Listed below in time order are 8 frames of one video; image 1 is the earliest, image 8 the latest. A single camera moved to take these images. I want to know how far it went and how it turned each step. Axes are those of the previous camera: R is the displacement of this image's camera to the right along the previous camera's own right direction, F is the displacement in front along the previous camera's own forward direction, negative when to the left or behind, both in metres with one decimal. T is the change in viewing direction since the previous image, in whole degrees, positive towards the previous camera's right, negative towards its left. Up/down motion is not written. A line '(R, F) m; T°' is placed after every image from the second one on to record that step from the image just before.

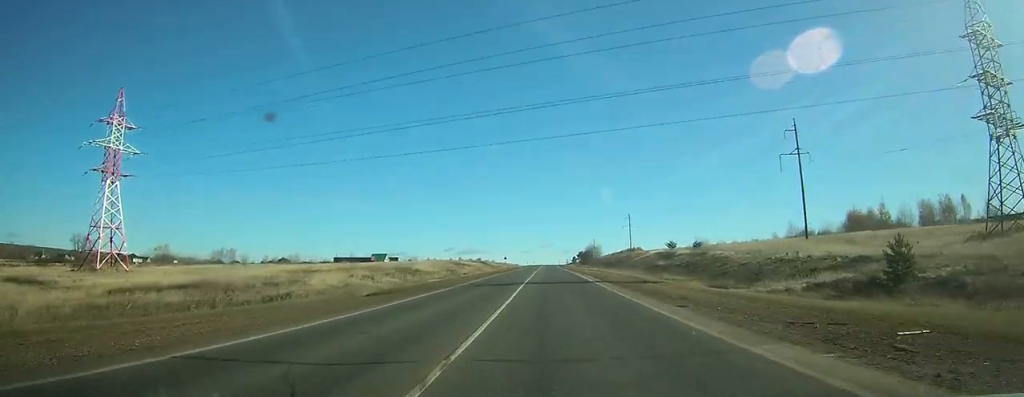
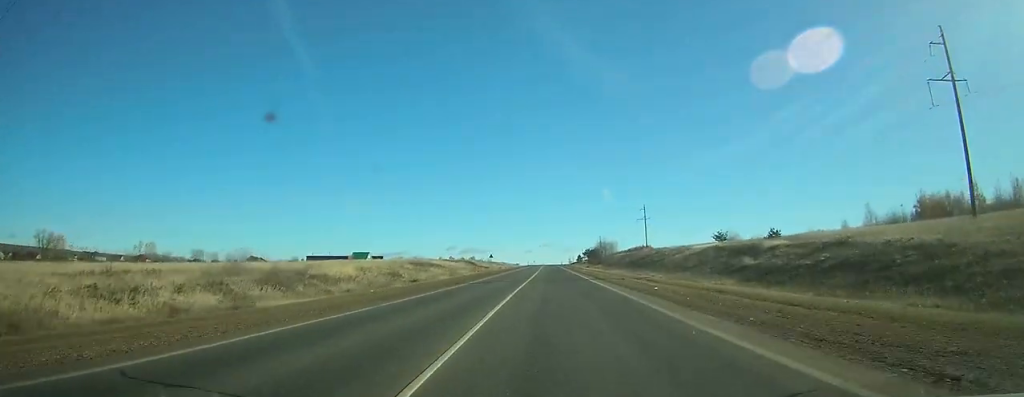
(-0.3, +41.9) m; 0°
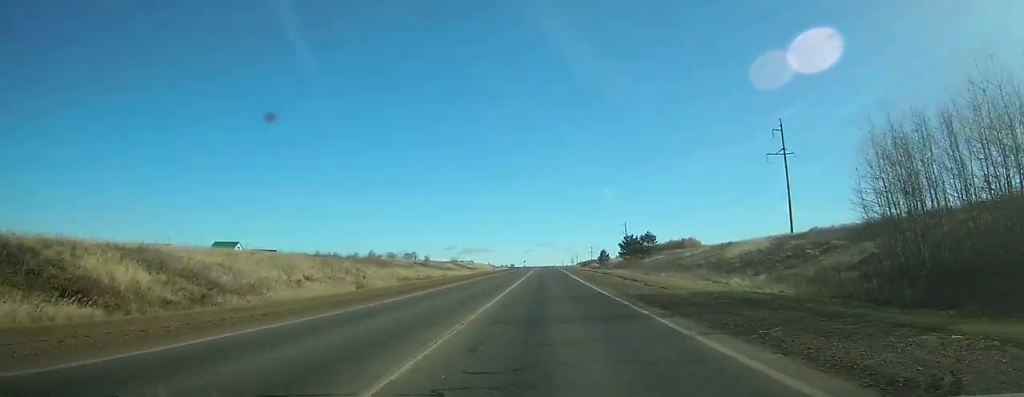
(+1.0, +151.1) m; +1°
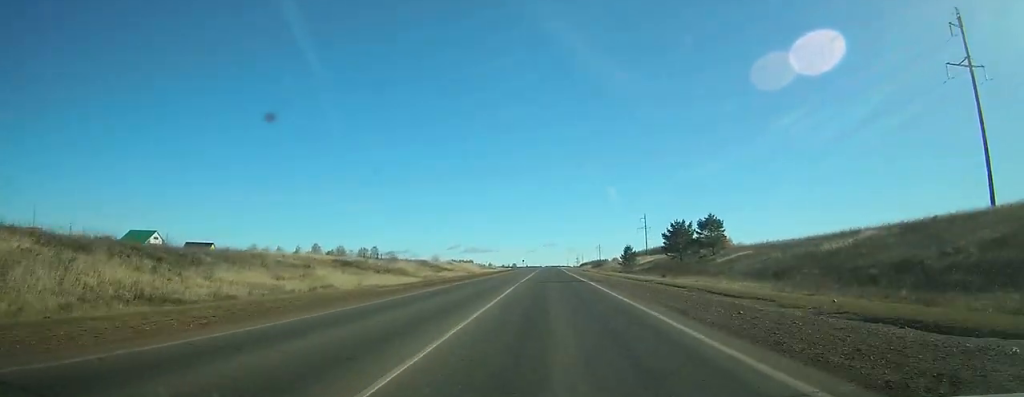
(-0.2, +48.2) m; 0°
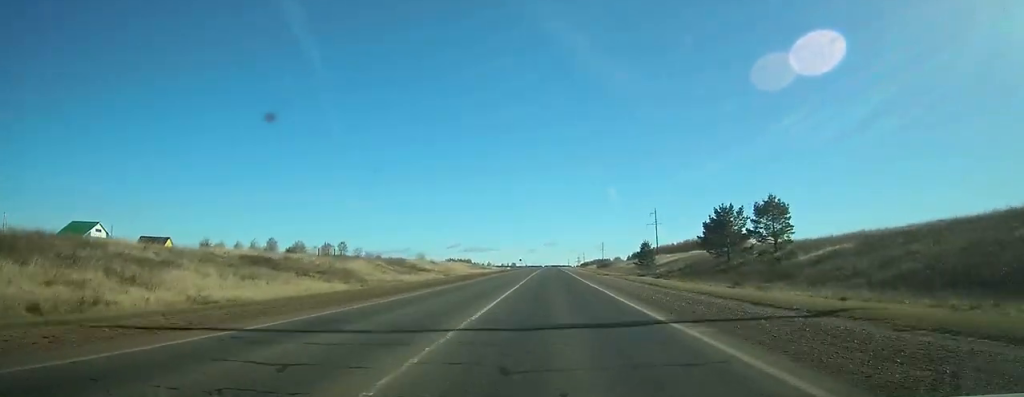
(-0.1, +23.2) m; 0°
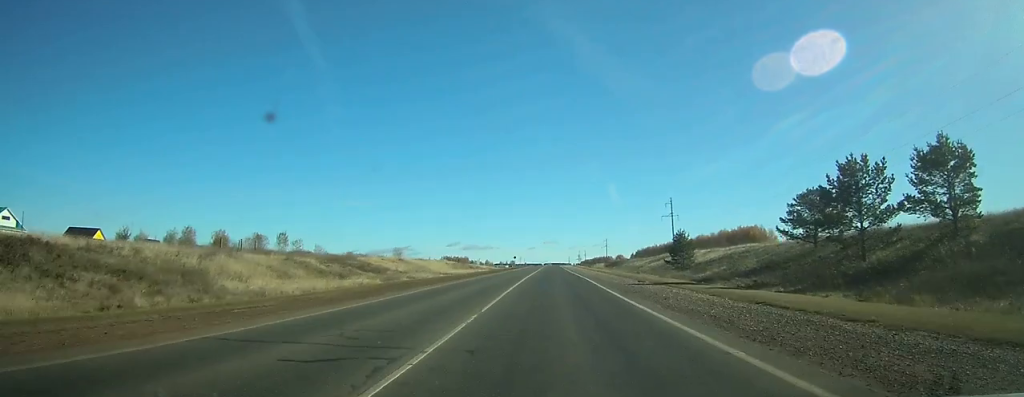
(0.0, +27.8) m; 0°
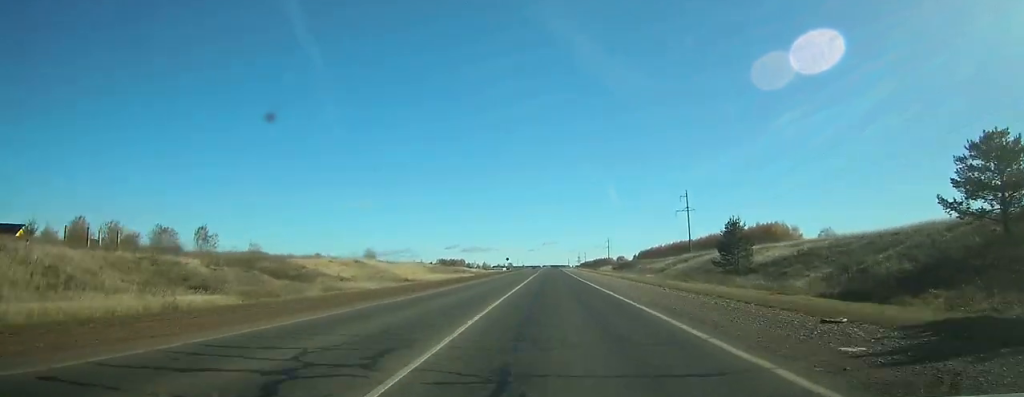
(-0.1, +22.5) m; 0°
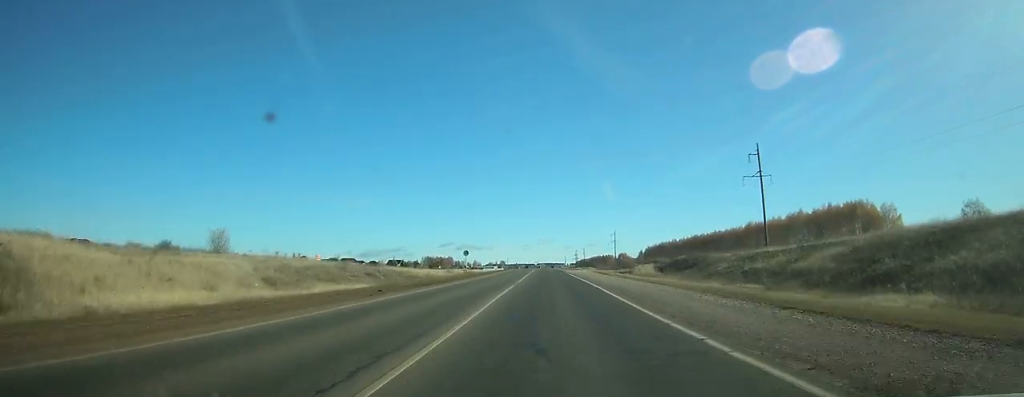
(+0.4, +56.3) m; +1°
